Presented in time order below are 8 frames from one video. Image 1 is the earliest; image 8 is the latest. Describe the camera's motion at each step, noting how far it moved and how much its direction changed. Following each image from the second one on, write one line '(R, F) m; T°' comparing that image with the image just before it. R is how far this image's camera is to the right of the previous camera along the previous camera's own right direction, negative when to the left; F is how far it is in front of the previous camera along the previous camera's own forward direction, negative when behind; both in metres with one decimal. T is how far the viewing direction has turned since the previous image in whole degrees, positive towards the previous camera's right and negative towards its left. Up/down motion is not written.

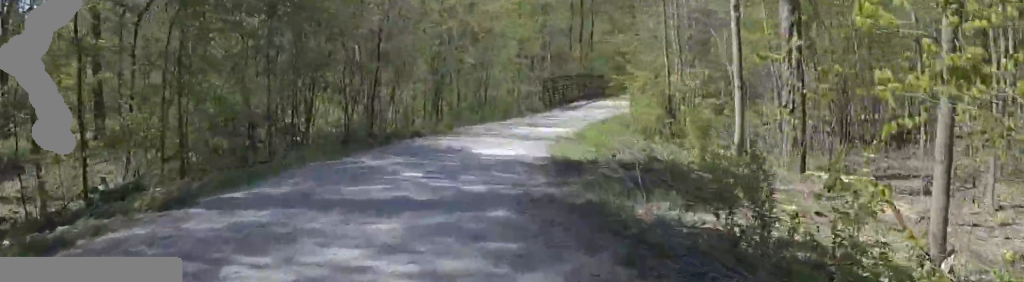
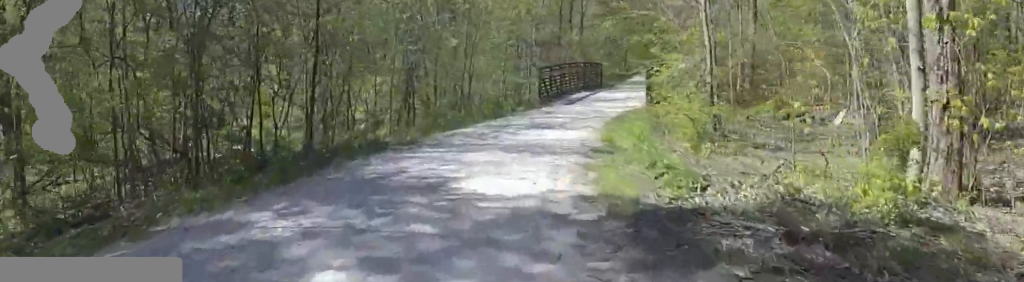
(-0.1, +4.3) m; -1°
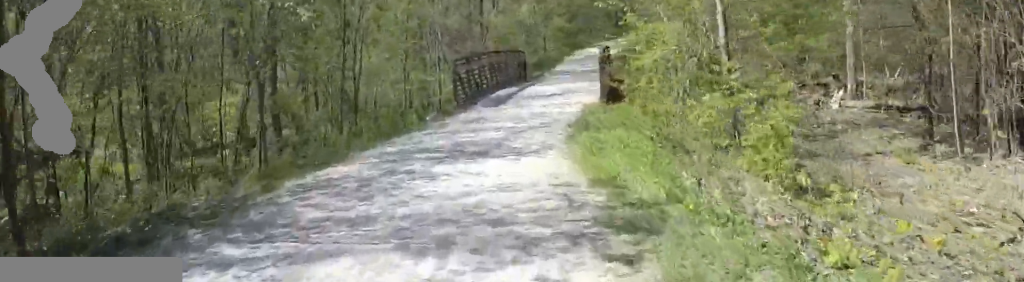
(+0.3, +5.2) m; -1°
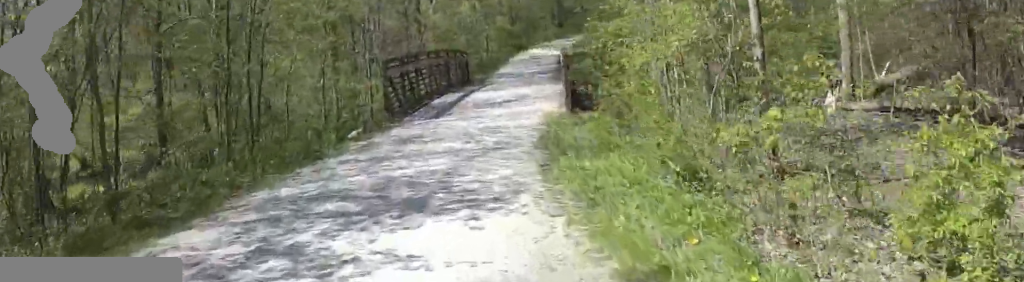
(-0.4, +2.9) m; +4°
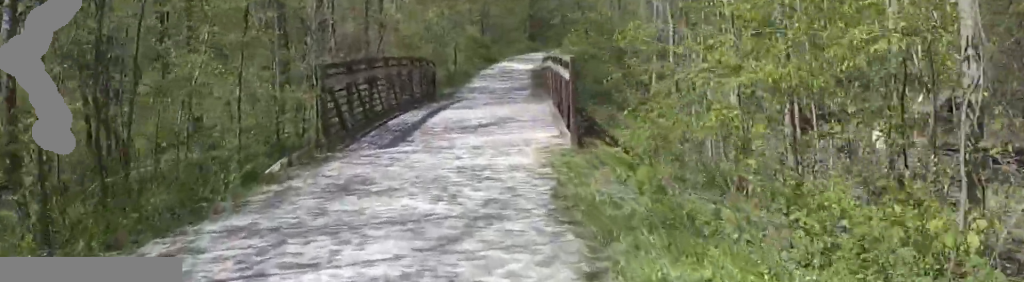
(-0.4, +3.3) m; +5°
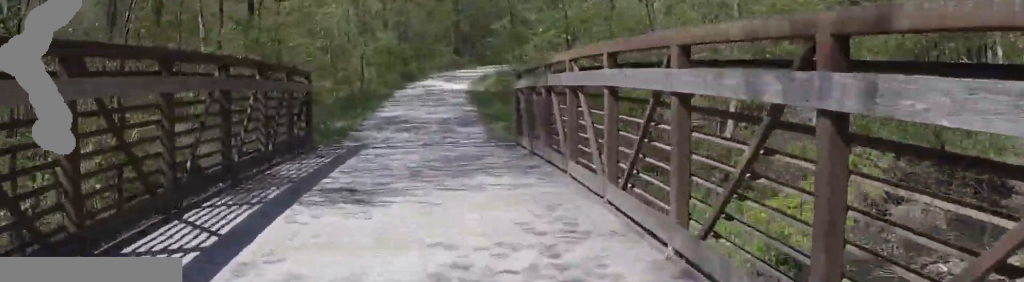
(+1.8, +9.4) m; +9°
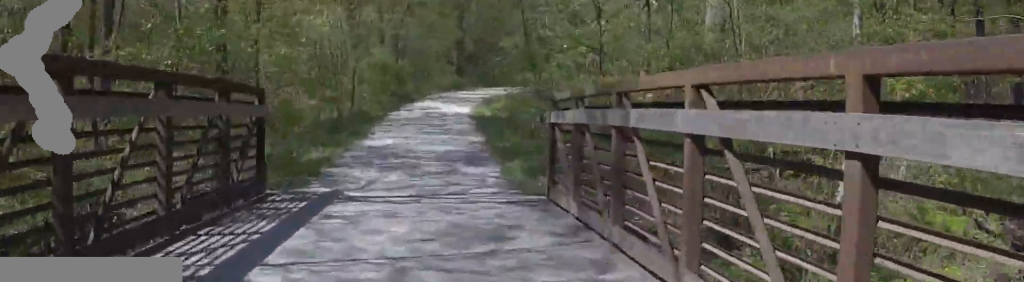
(-0.4, +3.1) m; +1°
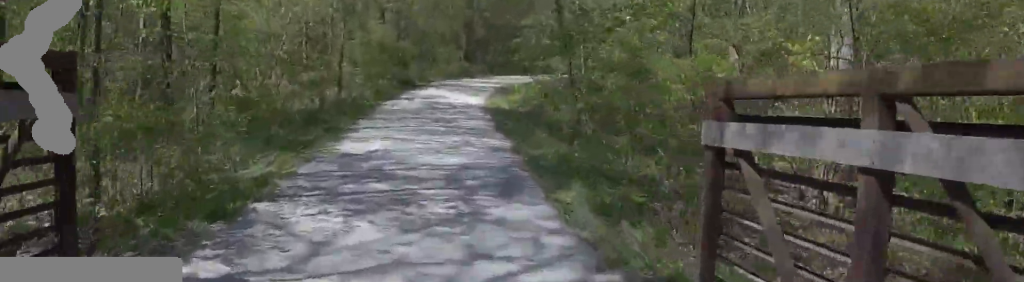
(+0.5, +4.6) m; 0°
